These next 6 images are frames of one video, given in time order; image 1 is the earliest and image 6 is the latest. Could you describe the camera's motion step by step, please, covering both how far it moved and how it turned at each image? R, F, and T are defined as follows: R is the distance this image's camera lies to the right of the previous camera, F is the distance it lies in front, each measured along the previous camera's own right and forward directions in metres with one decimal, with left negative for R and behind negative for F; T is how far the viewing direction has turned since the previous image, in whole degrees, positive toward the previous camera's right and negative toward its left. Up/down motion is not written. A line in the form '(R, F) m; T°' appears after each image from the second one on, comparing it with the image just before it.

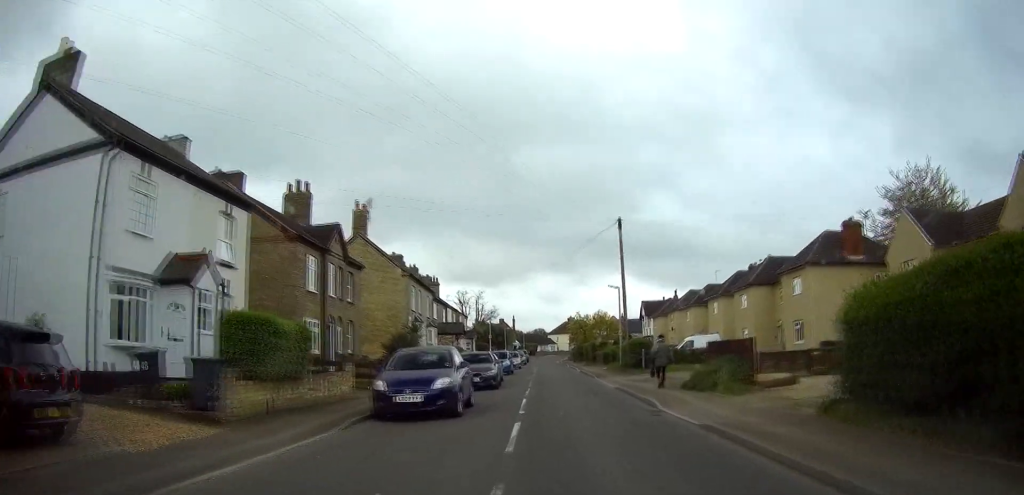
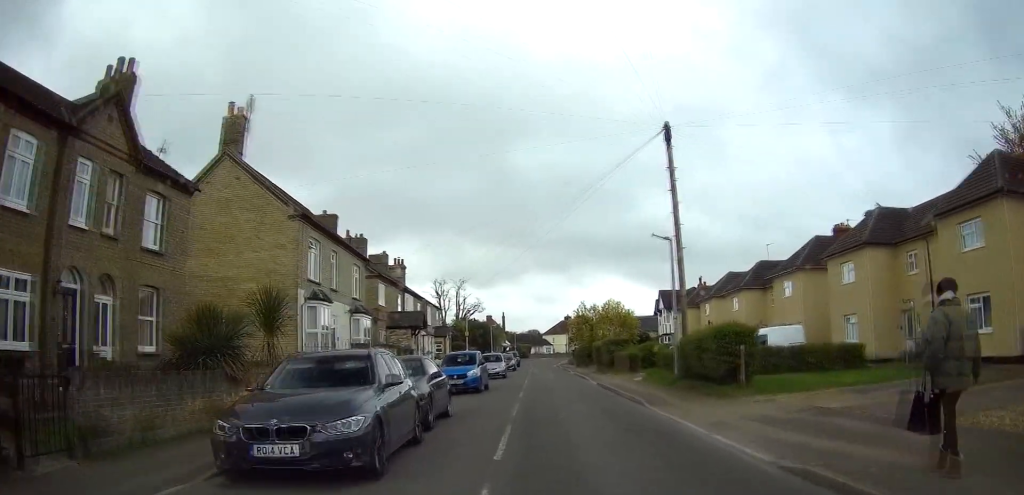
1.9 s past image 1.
(+0.3, +17.9) m; +1°
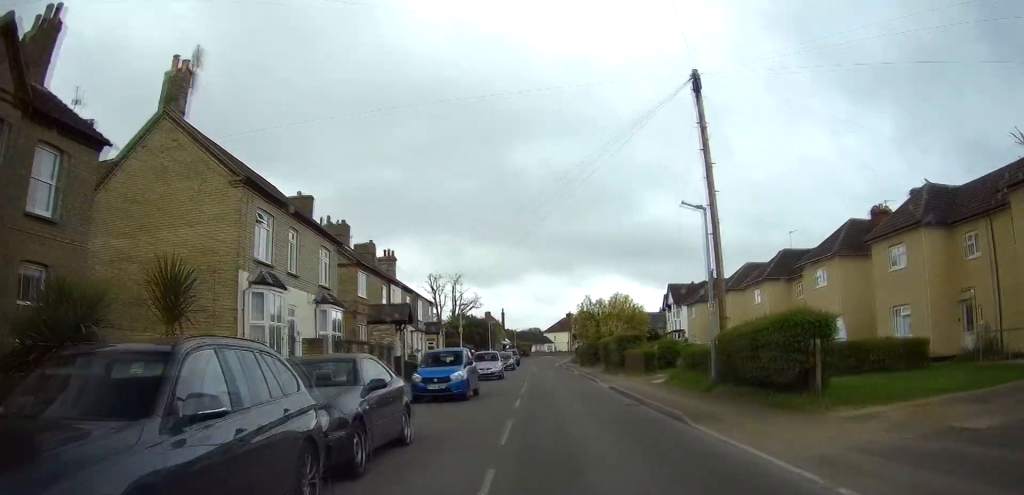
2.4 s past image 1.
(0.0, +4.9) m; 0°
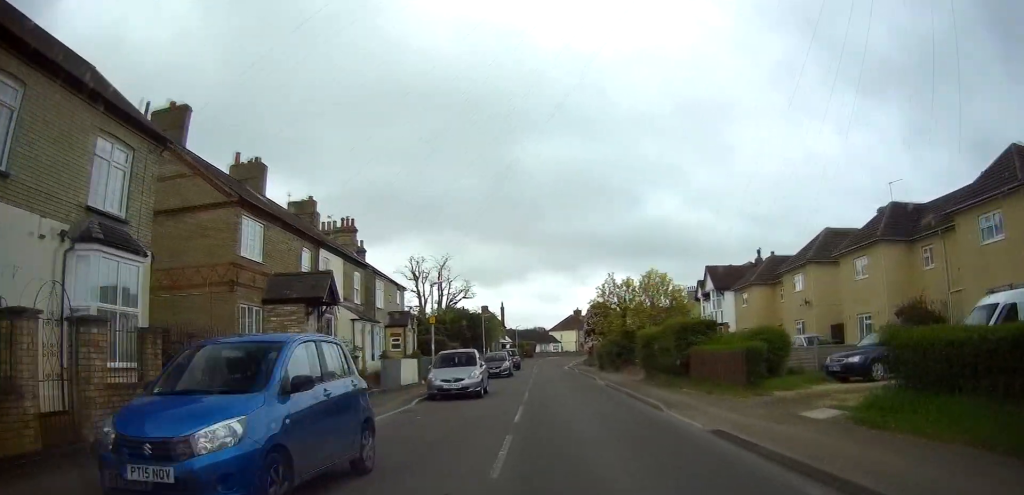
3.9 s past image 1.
(+0.1, +14.8) m; -1°
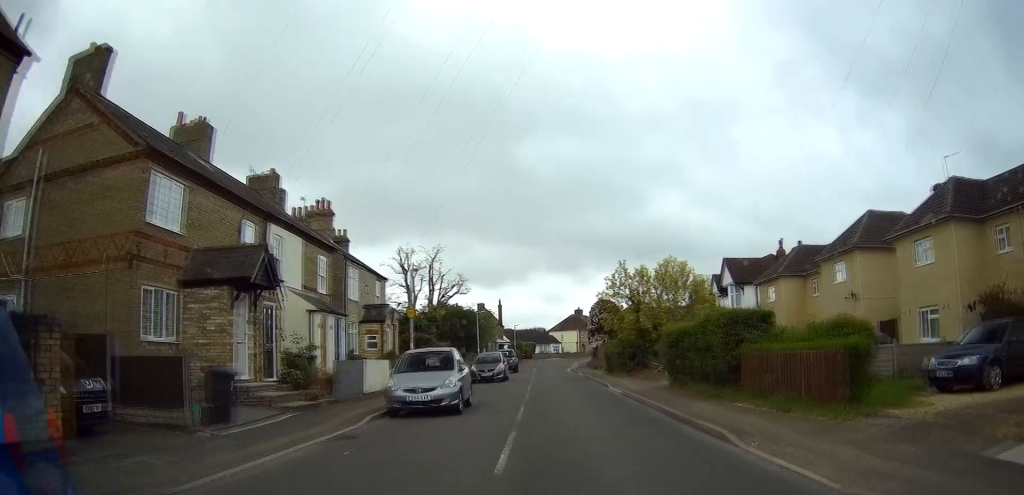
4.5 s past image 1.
(-0.1, +5.5) m; 0°
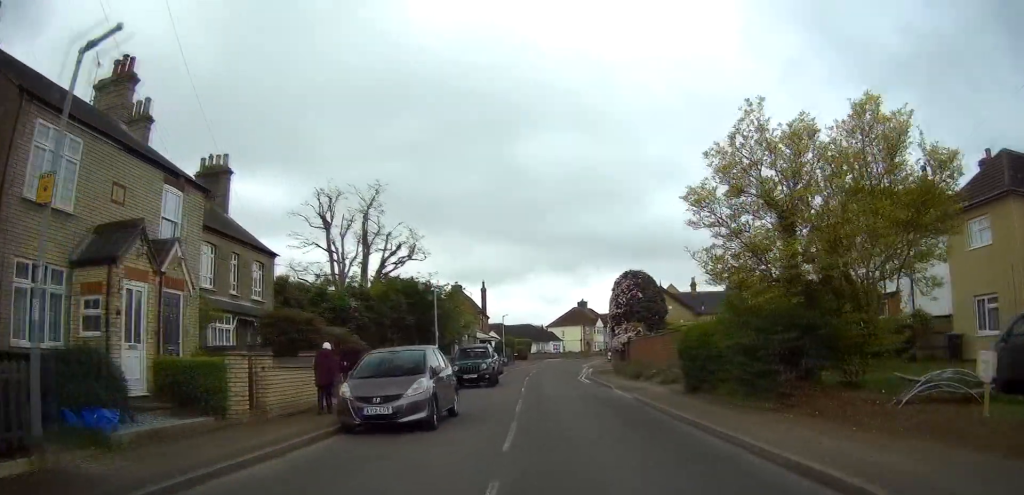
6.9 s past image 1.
(-0.1, +22.4) m; 0°
